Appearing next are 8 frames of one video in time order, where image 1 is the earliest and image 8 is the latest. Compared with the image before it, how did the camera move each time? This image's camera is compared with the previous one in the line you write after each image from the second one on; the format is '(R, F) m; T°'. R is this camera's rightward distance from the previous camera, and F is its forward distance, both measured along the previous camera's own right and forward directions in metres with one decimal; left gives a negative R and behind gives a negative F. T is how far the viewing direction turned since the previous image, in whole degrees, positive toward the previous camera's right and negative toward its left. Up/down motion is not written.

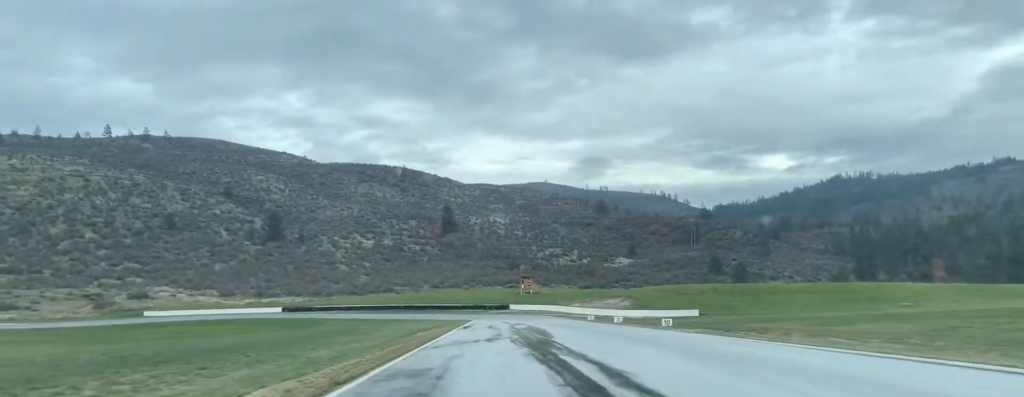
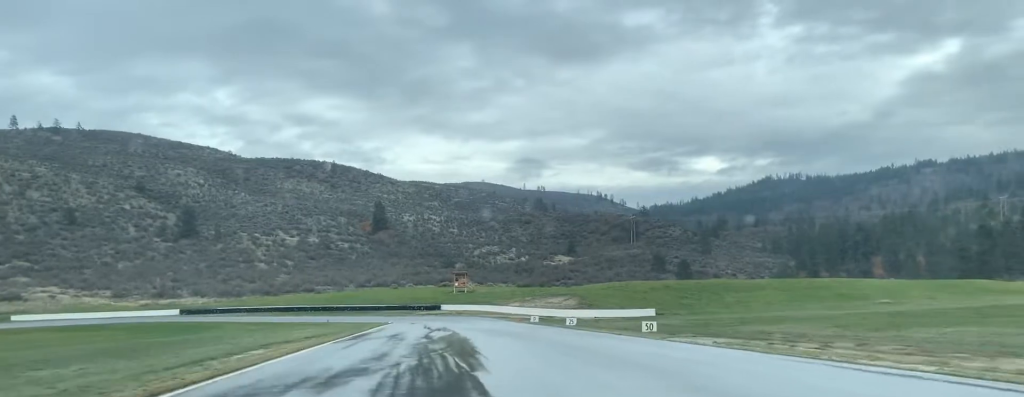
(+0.8, +17.2) m; +2°
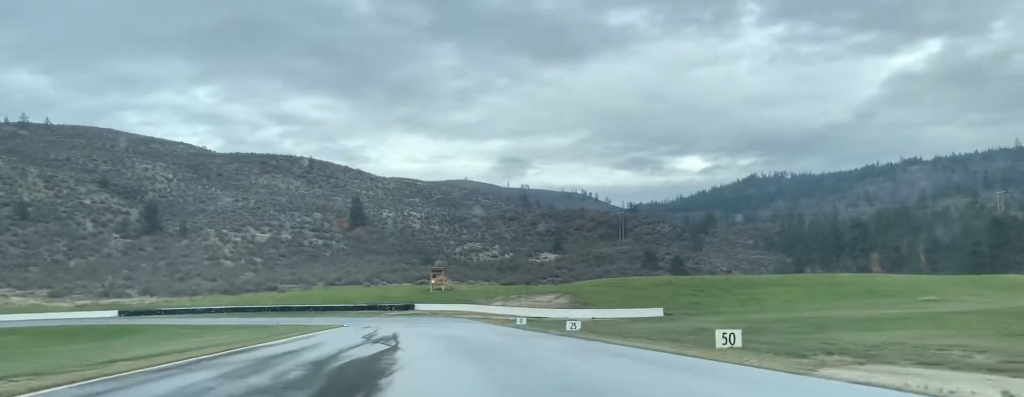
(0.0, +16.6) m; -1°
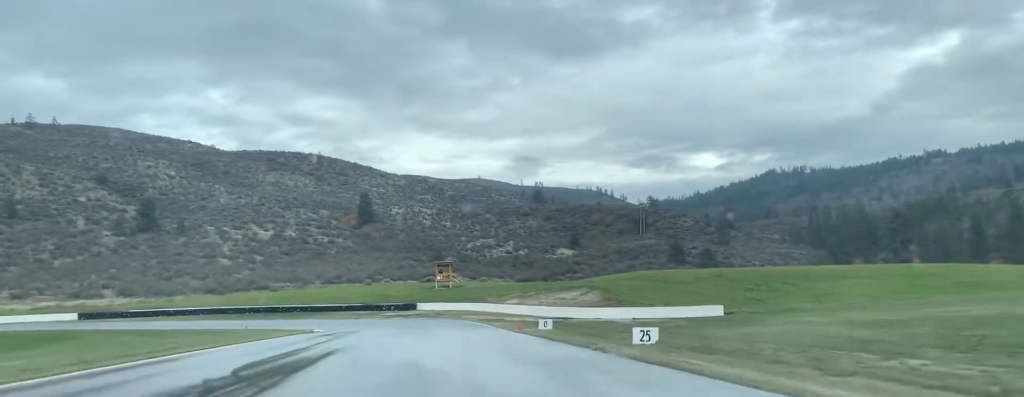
(-0.1, +17.8) m; -1°
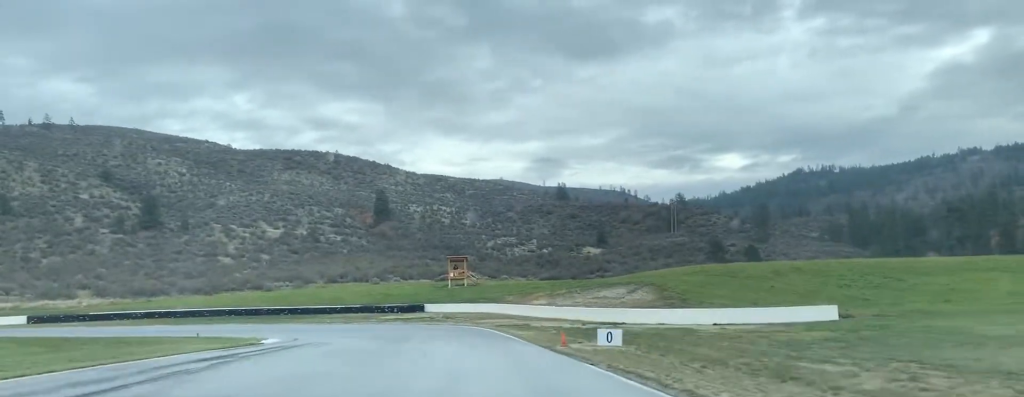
(-0.3, +17.6) m; -1°
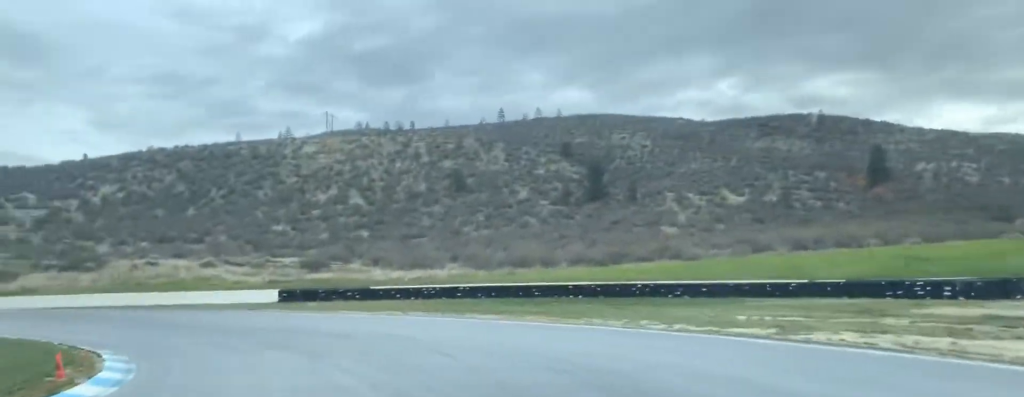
(-11.1, +57.1) m; -40°
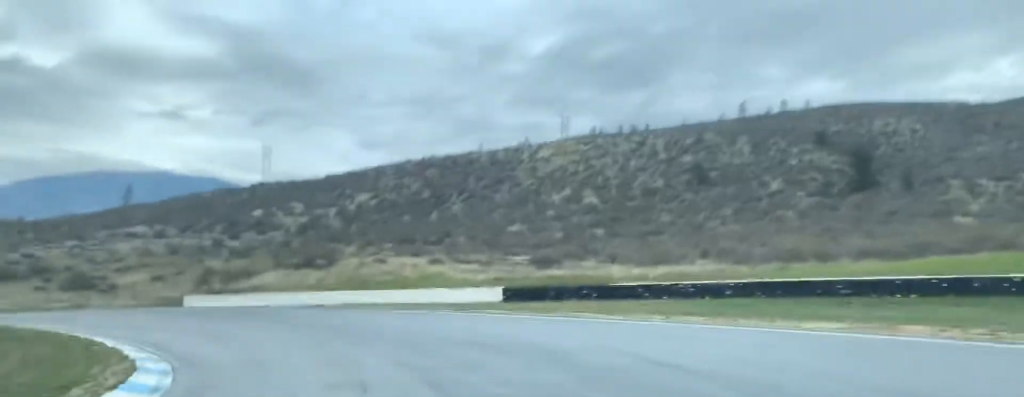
(-1.4, +12.2) m; -16°
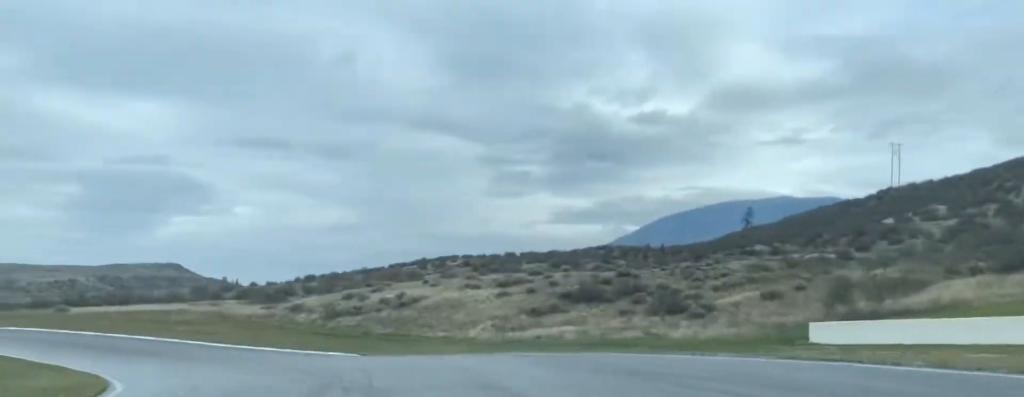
(-10.1, +29.0) m; -34°
